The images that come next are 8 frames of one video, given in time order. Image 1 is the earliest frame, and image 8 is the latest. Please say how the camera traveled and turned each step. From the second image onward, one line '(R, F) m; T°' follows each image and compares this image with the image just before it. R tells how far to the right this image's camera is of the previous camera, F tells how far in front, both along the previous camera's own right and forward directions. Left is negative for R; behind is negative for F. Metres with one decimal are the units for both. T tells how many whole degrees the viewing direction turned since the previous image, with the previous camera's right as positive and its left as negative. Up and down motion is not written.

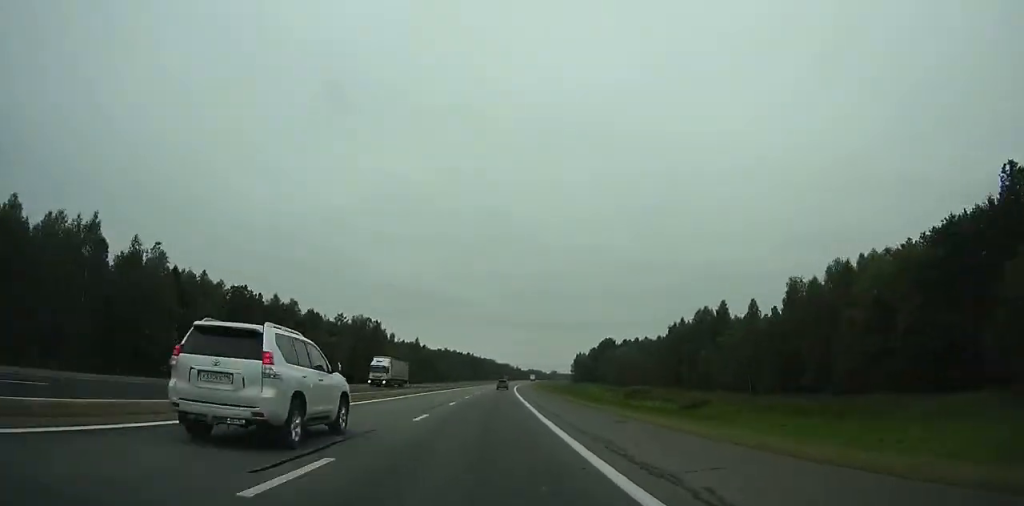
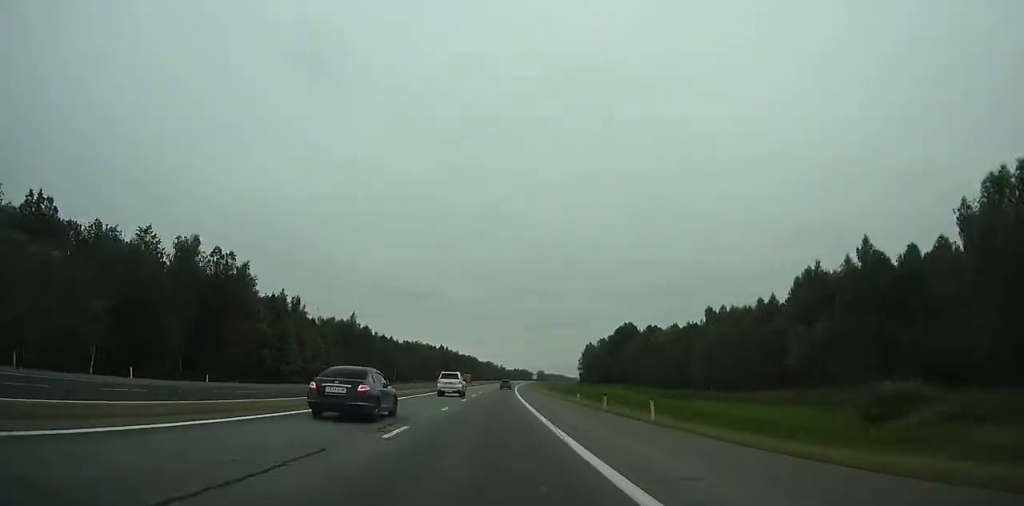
(+1.9, +90.6) m; +2°
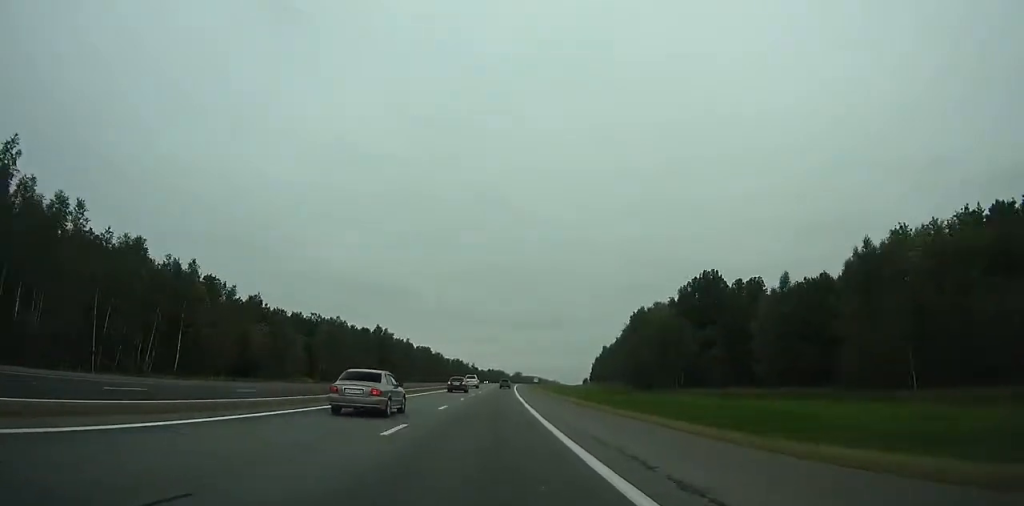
(+1.4, +118.5) m; +2°
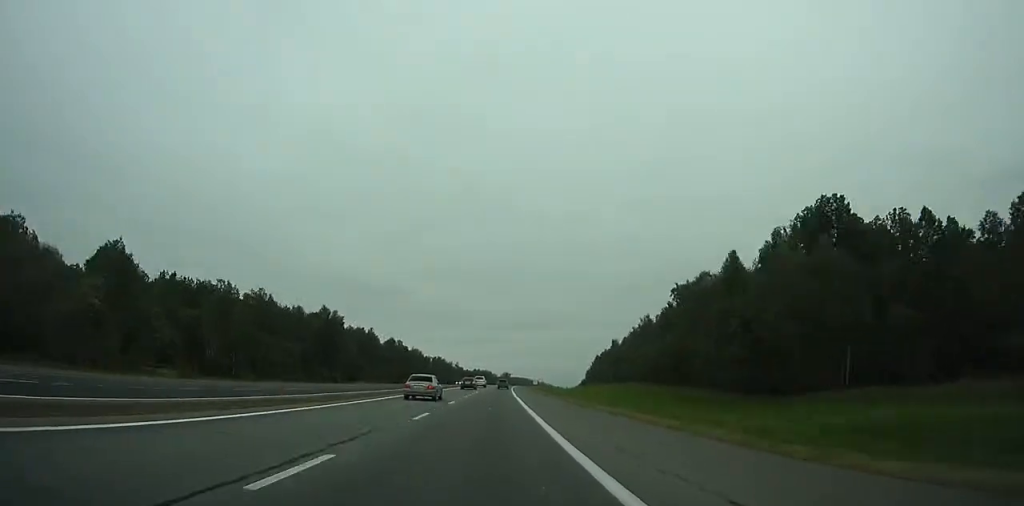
(+1.0, +53.8) m; +1°
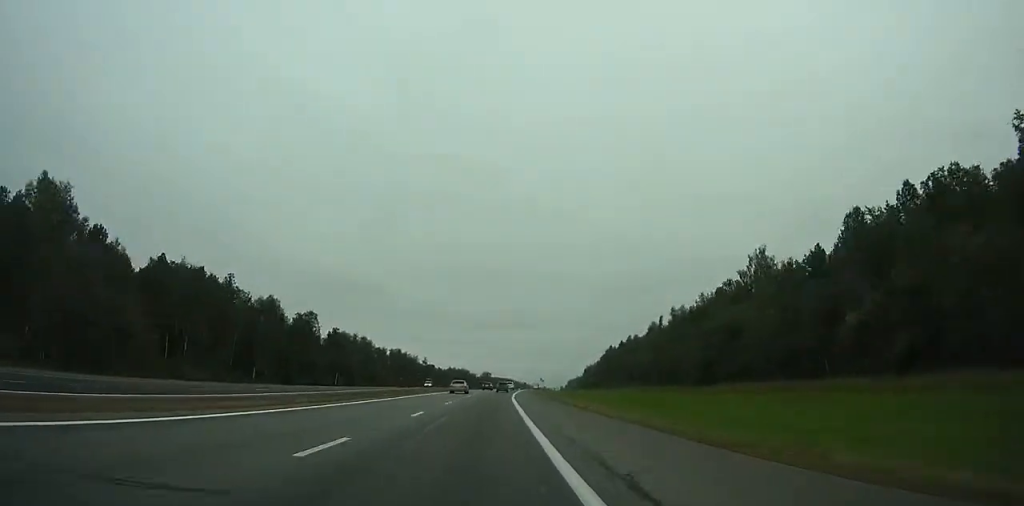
(+1.9, +104.1) m; +2°
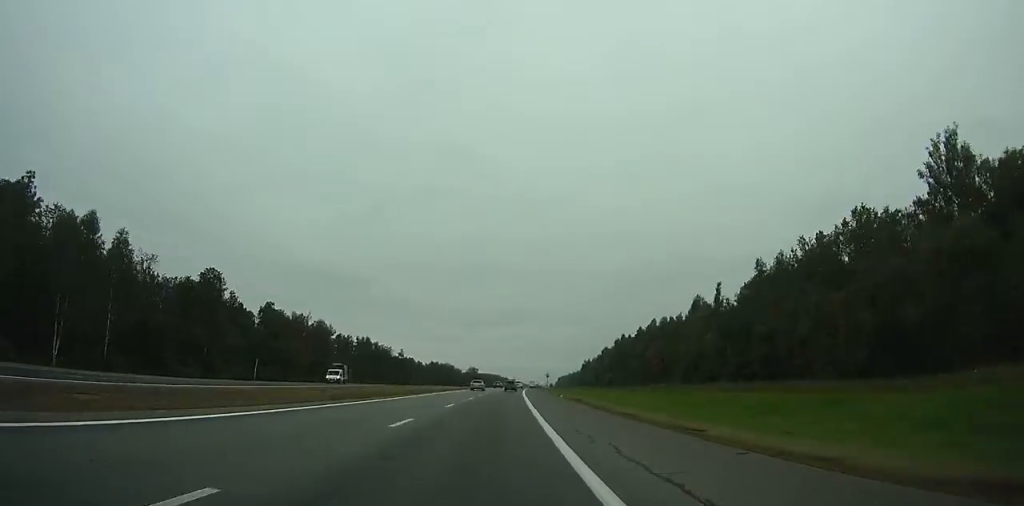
(+0.5, +52.9) m; +1°
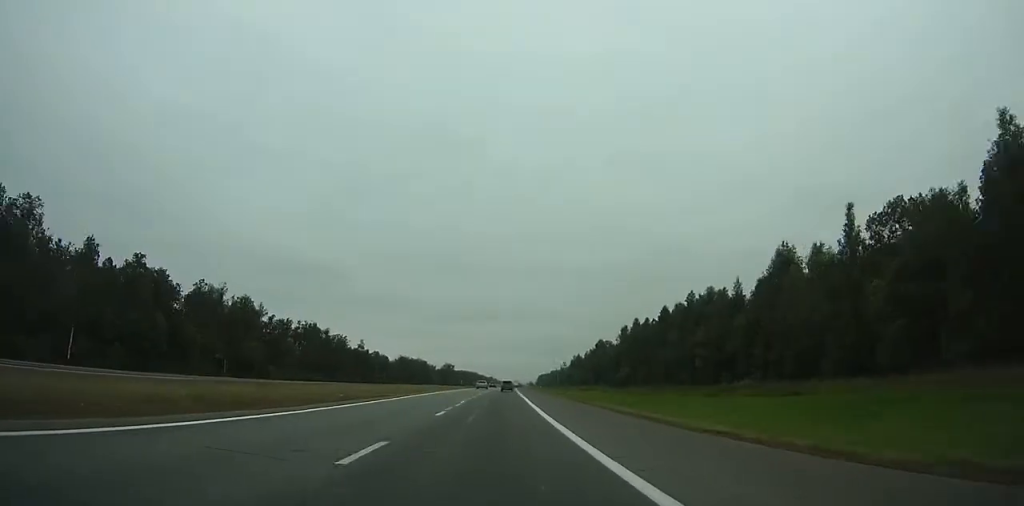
(+0.7, +52.8) m; +1°
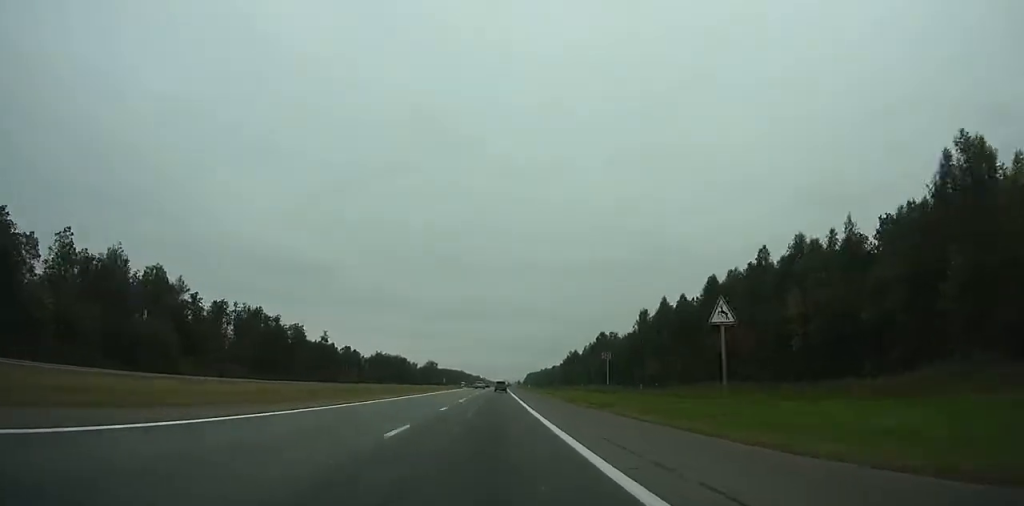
(+0.3, +44.9) m; +1°
